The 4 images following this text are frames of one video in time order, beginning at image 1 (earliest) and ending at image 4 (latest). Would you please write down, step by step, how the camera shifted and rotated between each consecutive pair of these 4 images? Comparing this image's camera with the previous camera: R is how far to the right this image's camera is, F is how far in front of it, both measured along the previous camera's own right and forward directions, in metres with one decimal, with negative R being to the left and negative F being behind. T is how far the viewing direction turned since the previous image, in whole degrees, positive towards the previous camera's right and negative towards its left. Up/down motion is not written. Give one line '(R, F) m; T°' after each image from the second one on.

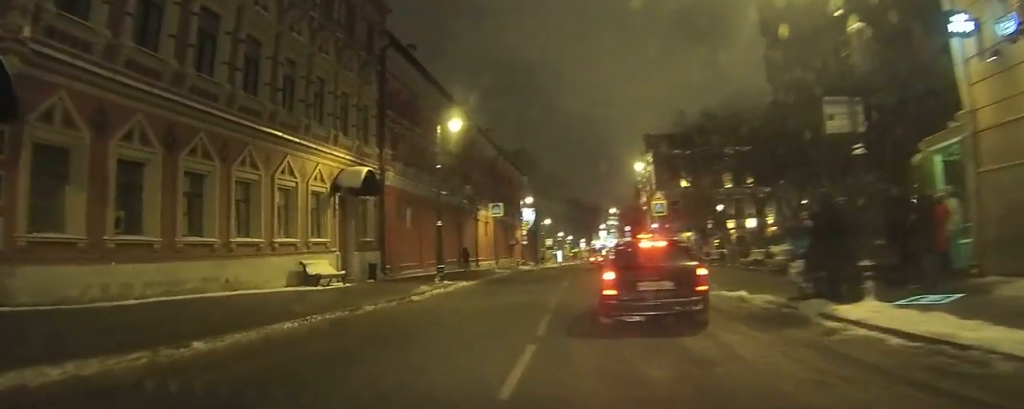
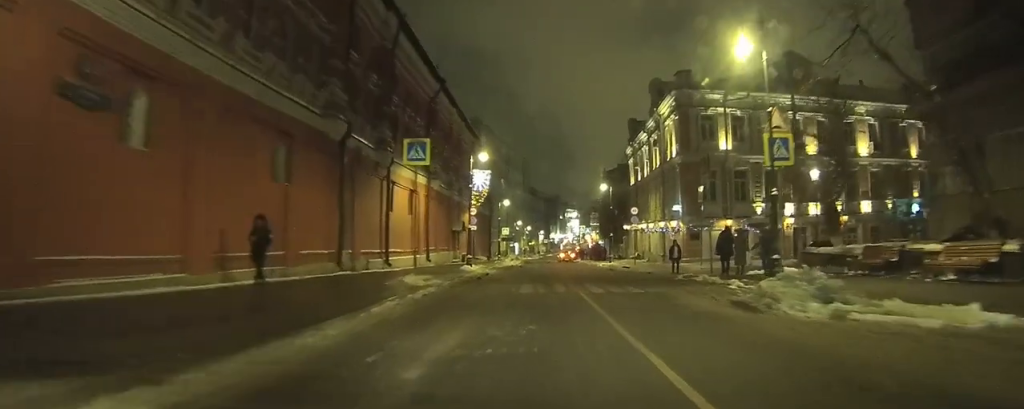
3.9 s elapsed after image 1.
(+5.8, +19.7) m; +21°
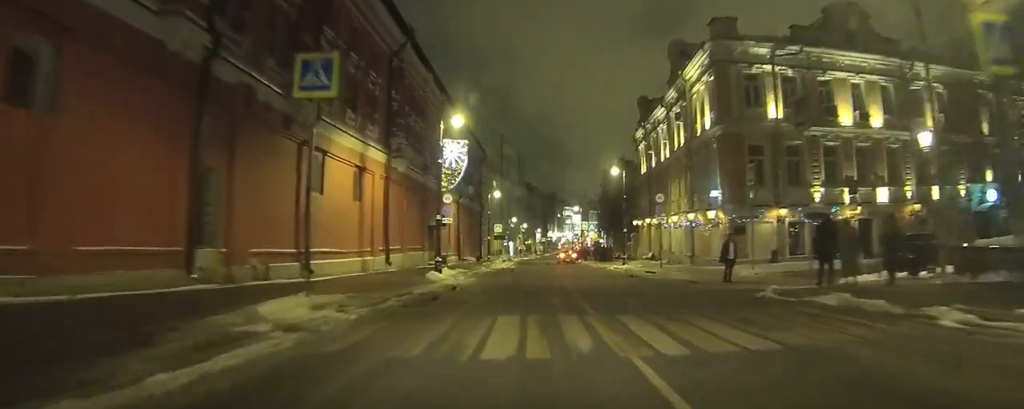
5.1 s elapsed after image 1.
(-0.8, +9.2) m; -7°
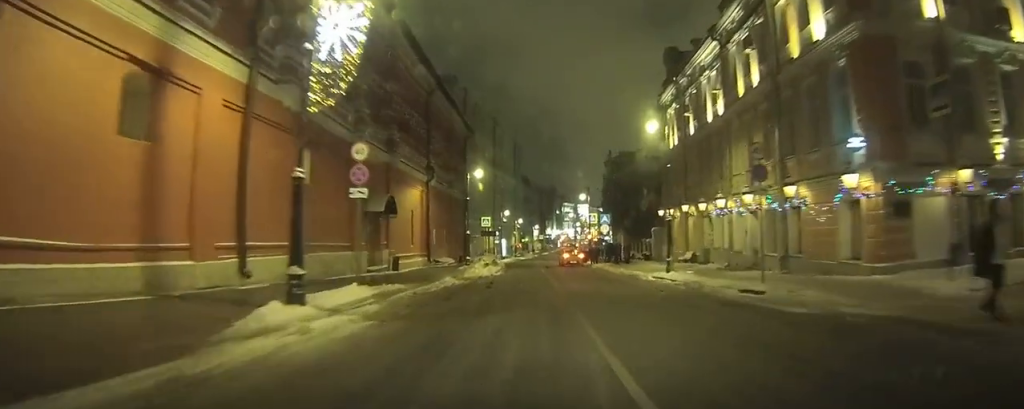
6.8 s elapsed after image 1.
(-0.4, +14.1) m; -2°
